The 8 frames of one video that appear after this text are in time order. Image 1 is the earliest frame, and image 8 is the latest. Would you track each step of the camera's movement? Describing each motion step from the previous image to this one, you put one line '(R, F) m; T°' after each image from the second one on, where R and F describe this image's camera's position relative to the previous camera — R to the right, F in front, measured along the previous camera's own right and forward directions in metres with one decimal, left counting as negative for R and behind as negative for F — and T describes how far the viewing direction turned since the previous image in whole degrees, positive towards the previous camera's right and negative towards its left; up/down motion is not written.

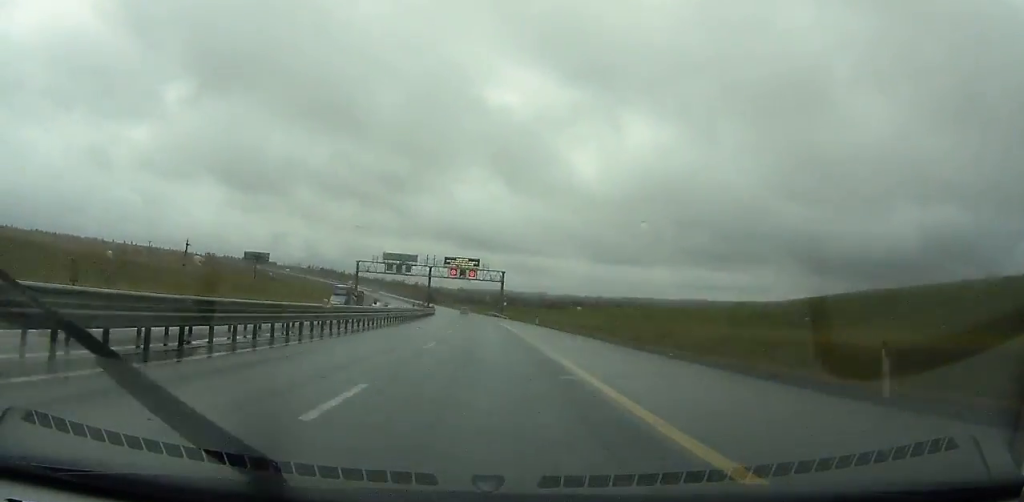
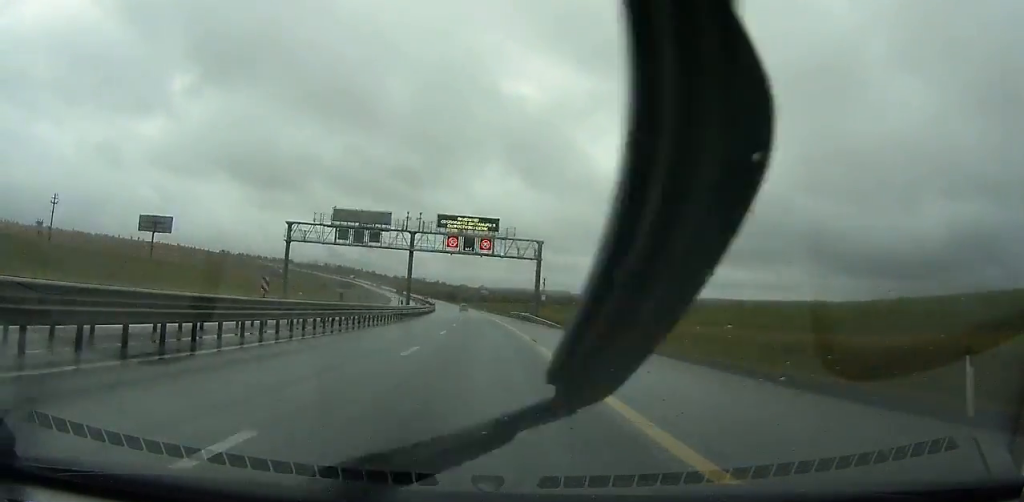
(-0.5, +51.0) m; -2°
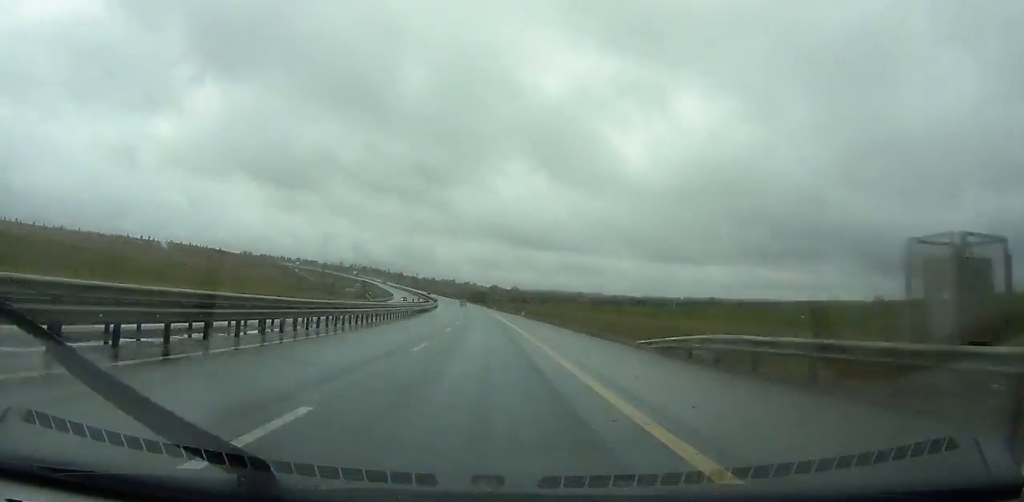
(-2.2, +73.3) m; -3°
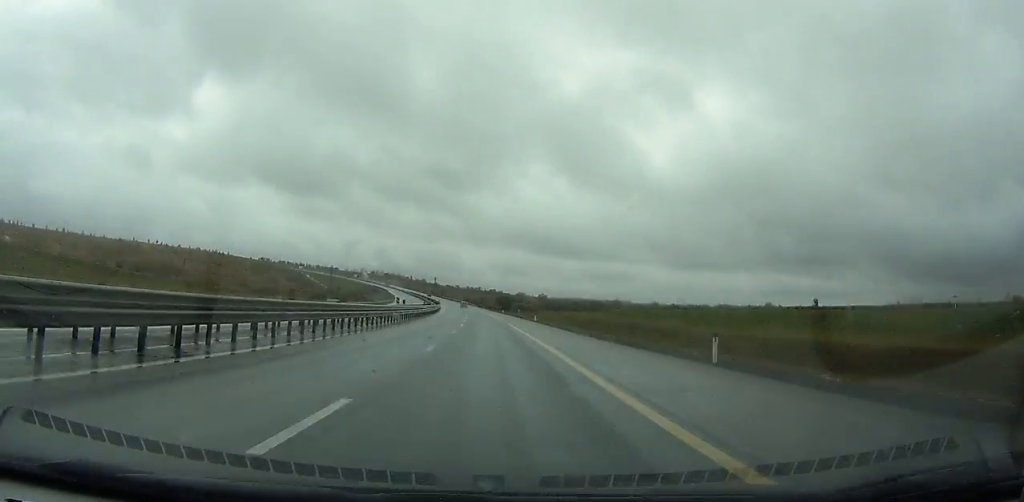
(-1.9, +60.9) m; -2°
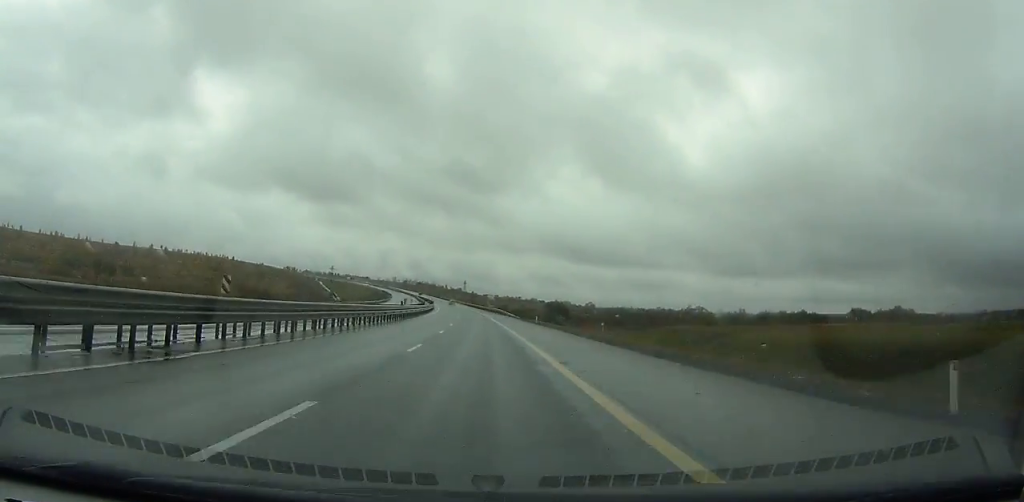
(-3.5, +109.1) m; -4°
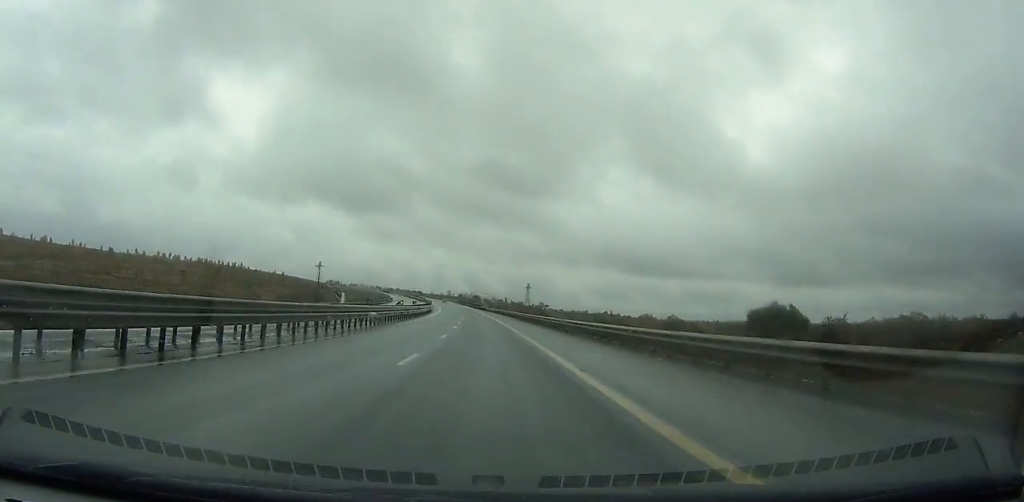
(-7.5, +145.7) m; -6°
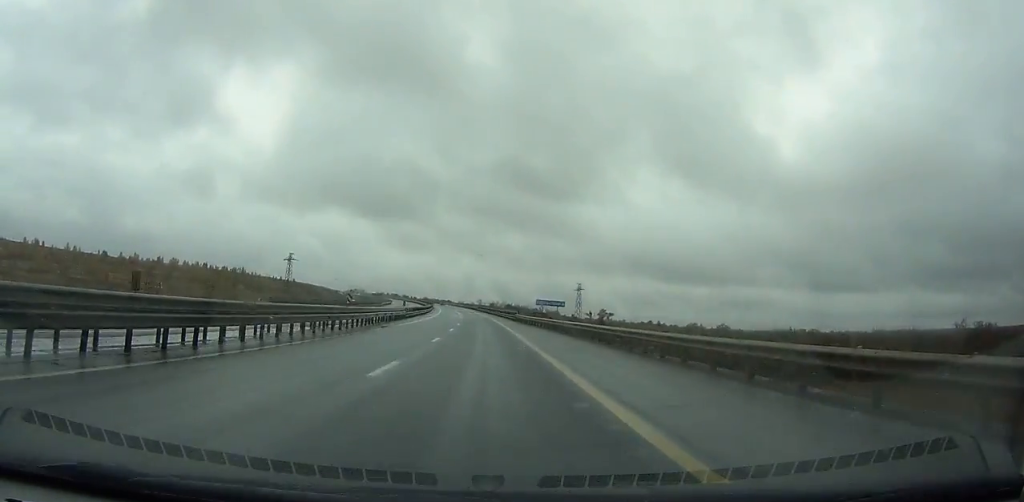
(-1.7, +71.9) m; -3°
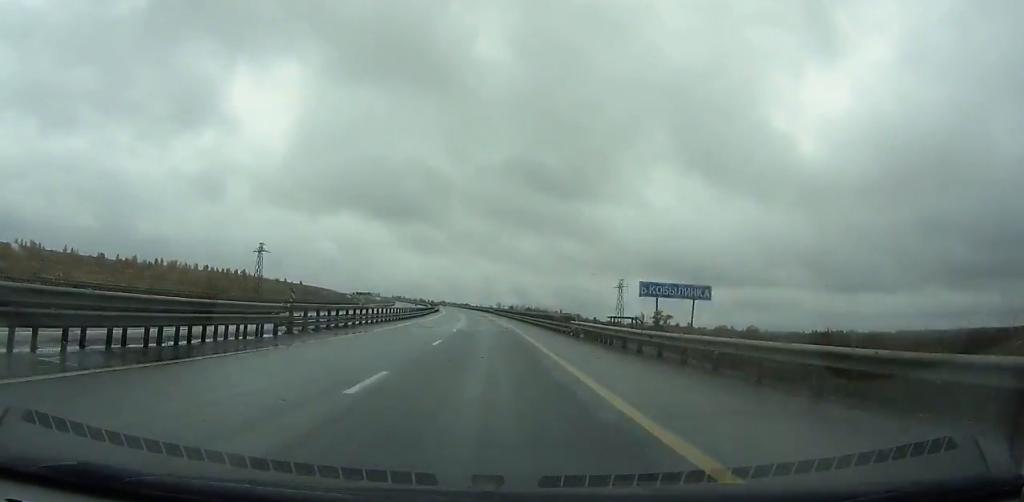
(-1.0, +37.3) m; -2°
